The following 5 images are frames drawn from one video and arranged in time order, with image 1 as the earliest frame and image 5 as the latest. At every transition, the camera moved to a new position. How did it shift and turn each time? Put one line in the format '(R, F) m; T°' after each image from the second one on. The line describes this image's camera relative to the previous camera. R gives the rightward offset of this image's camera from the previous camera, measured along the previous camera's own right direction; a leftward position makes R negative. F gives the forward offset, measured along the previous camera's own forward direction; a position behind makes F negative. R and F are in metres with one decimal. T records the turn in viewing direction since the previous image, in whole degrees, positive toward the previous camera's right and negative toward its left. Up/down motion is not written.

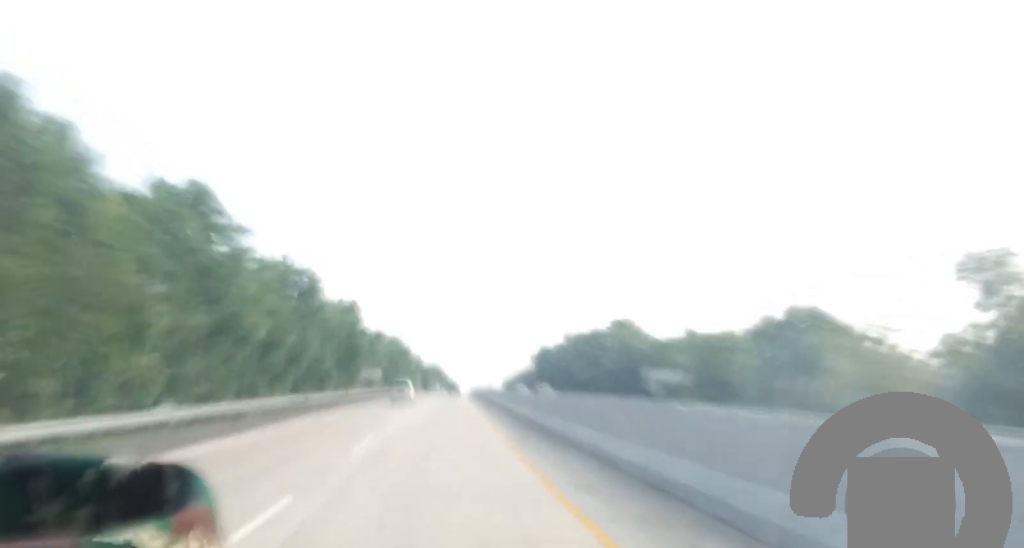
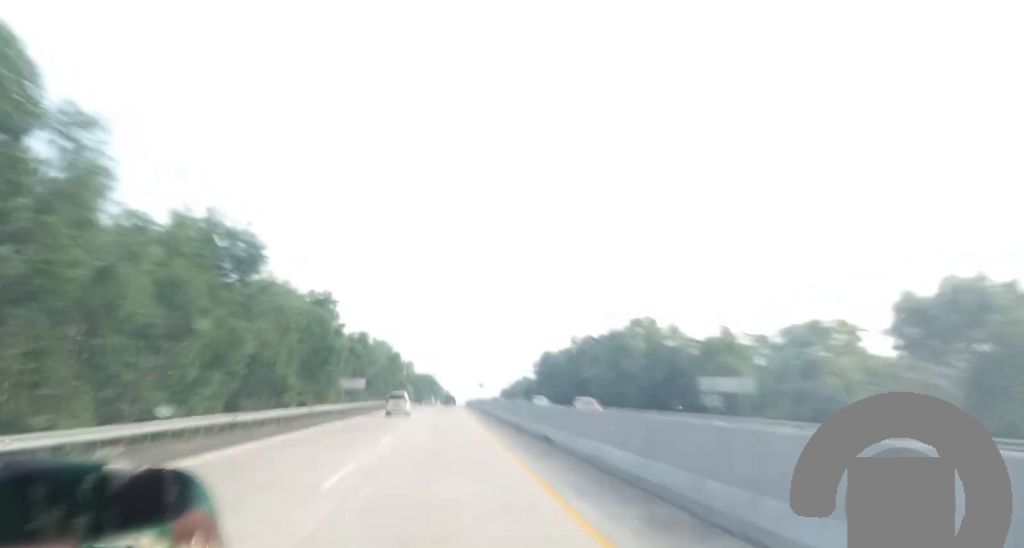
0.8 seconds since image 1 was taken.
(0.0, +18.1) m; 0°
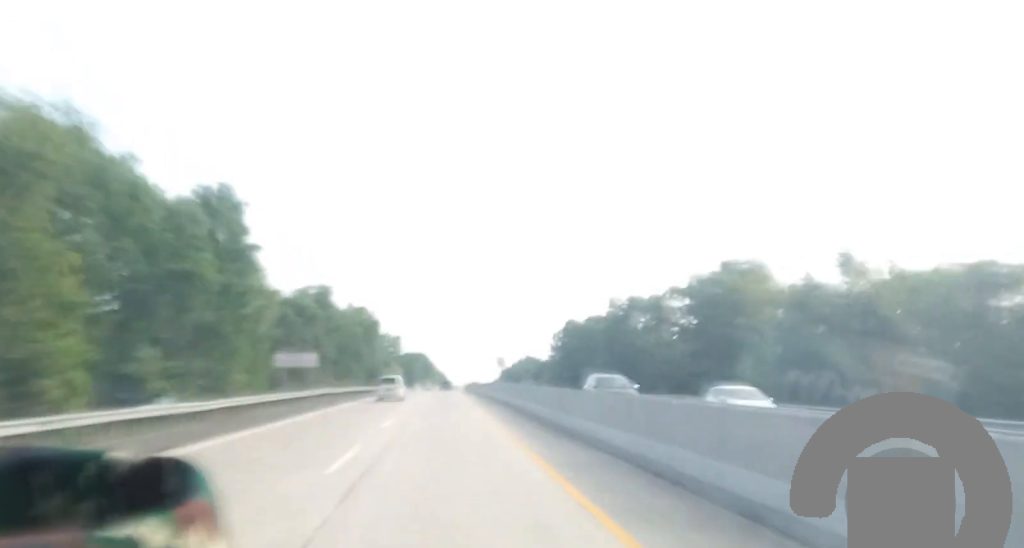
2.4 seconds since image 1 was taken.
(+0.1, +34.5) m; 0°
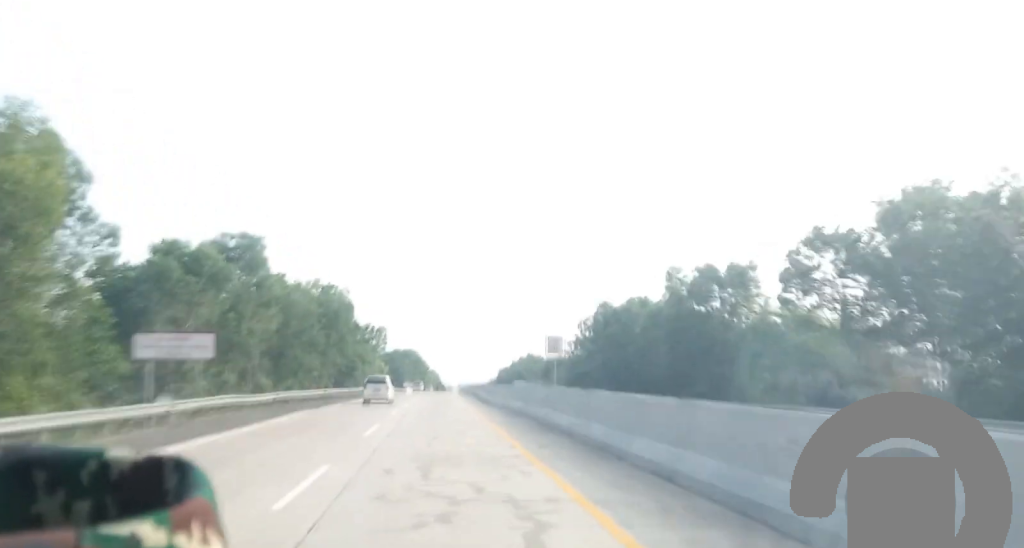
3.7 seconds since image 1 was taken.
(0.0, +28.9) m; 0°
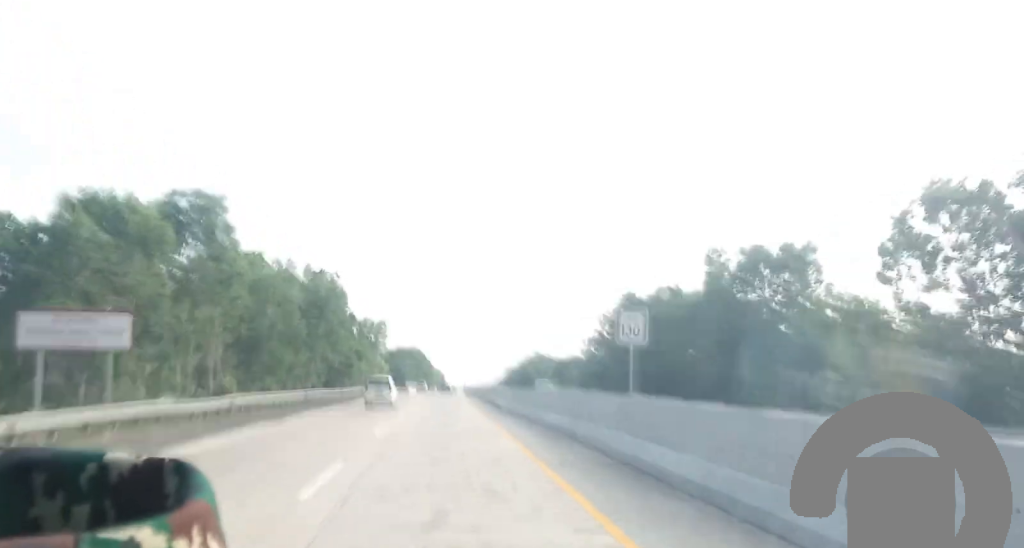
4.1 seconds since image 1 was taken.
(0.0, +10.1) m; 0°
